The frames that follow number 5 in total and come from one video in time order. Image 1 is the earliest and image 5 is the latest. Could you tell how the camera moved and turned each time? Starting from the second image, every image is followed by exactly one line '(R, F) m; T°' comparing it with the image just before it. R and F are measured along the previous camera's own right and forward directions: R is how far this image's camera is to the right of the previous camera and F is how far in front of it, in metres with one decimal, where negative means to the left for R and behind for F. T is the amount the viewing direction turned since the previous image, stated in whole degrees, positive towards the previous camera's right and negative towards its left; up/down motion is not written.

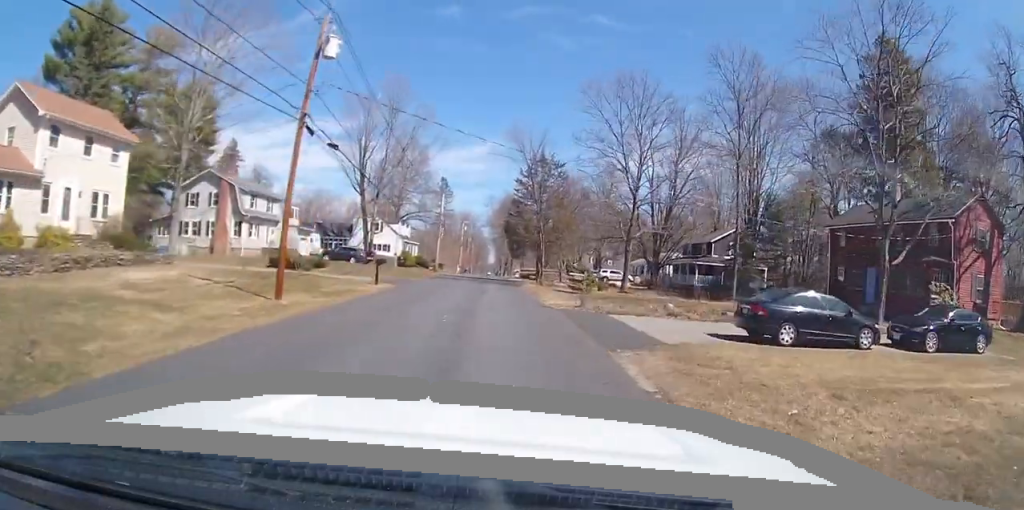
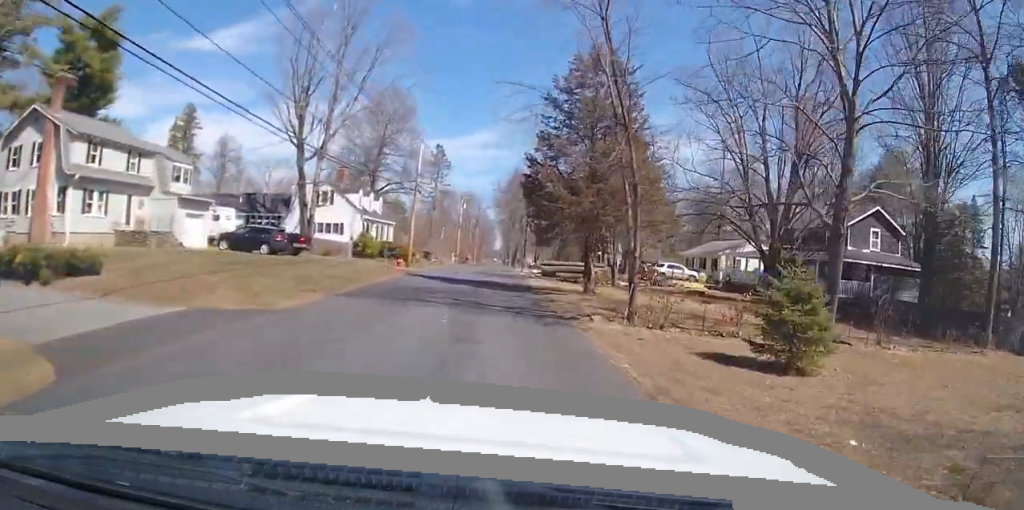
(-0.5, +24.3) m; -3°
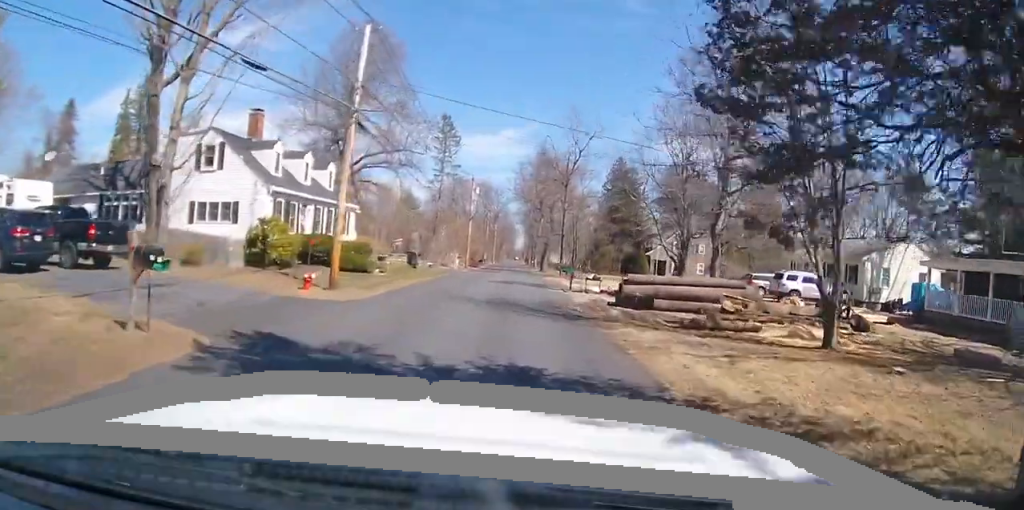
(-0.8, +22.5) m; -1°
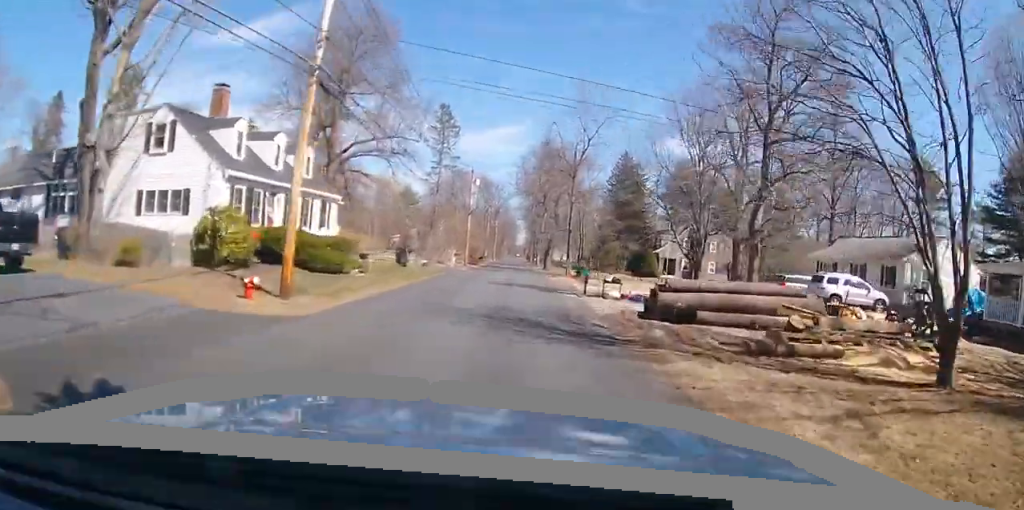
(0.0, +4.4) m; +2°
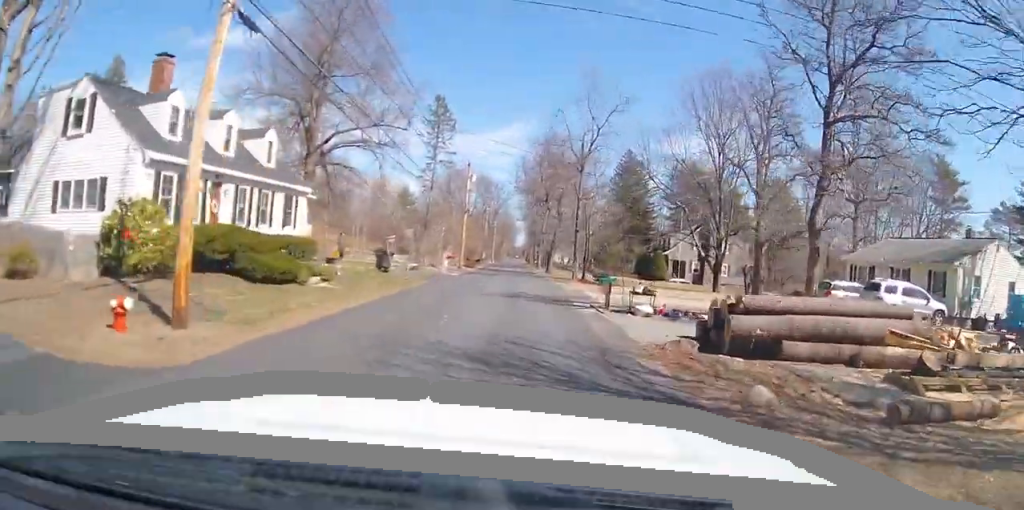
(+0.1, +5.1) m; +2°
